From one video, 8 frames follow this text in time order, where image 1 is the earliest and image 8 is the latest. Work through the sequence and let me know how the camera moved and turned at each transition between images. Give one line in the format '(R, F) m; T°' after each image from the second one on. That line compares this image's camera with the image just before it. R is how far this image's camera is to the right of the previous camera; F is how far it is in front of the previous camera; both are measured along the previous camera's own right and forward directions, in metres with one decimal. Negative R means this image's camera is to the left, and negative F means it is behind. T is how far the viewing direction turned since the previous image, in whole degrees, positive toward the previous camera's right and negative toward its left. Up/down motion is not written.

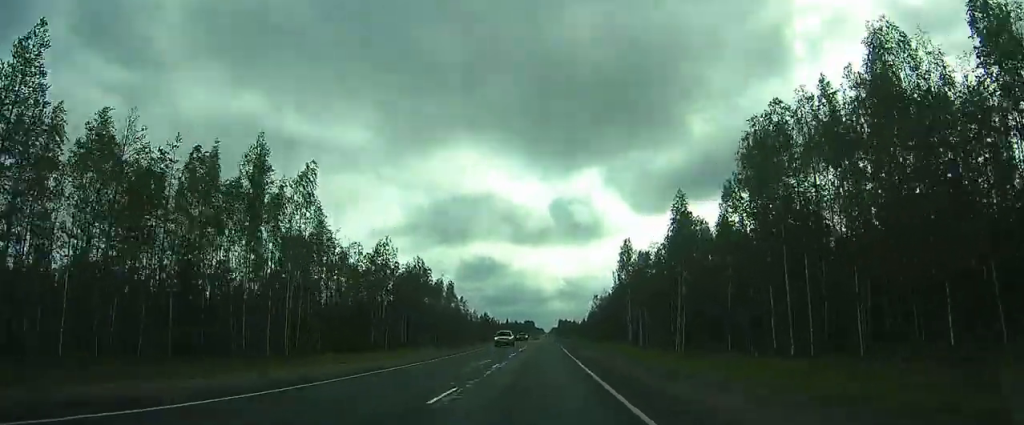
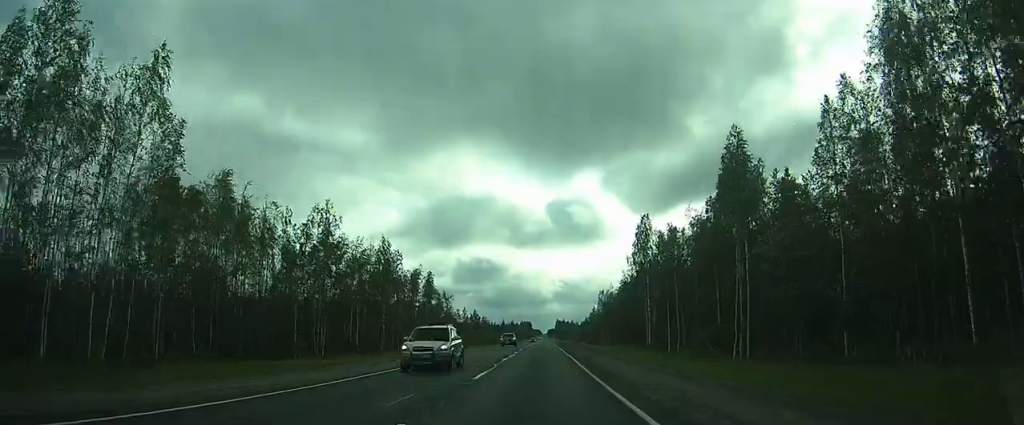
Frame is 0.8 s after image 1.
(0.0, +16.7) m; 0°
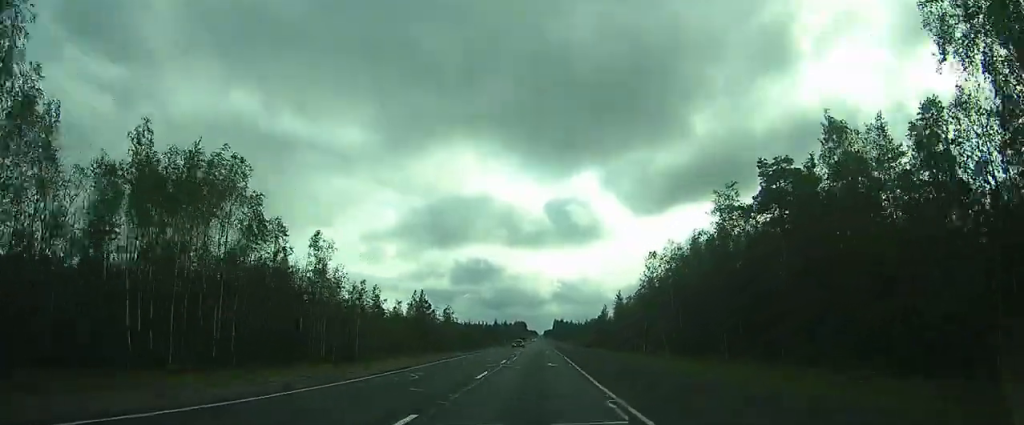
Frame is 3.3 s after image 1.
(+0.5, +53.0) m; +2°
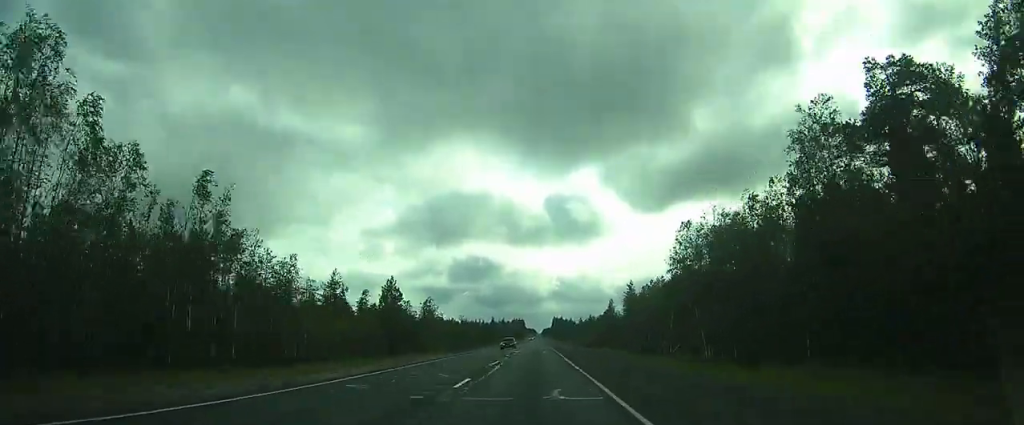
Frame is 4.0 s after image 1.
(+0.1, +14.6) m; 0°
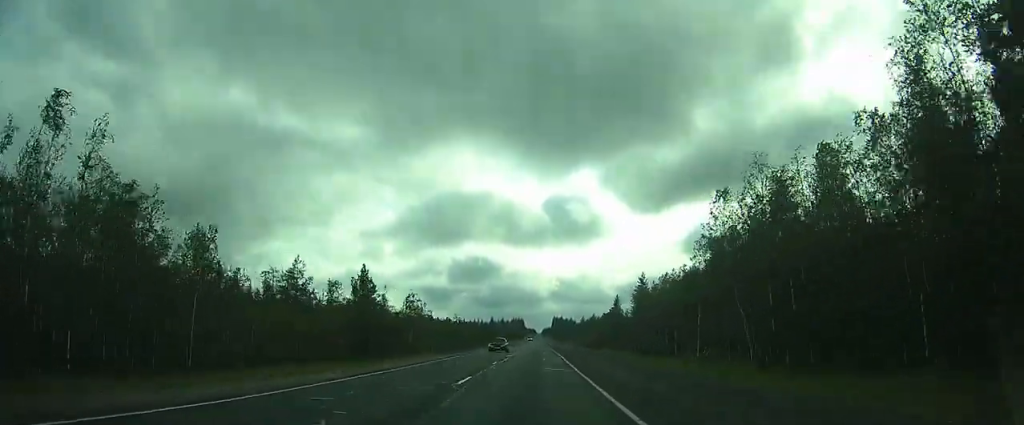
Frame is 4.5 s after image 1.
(0.0, +10.1) m; 0°
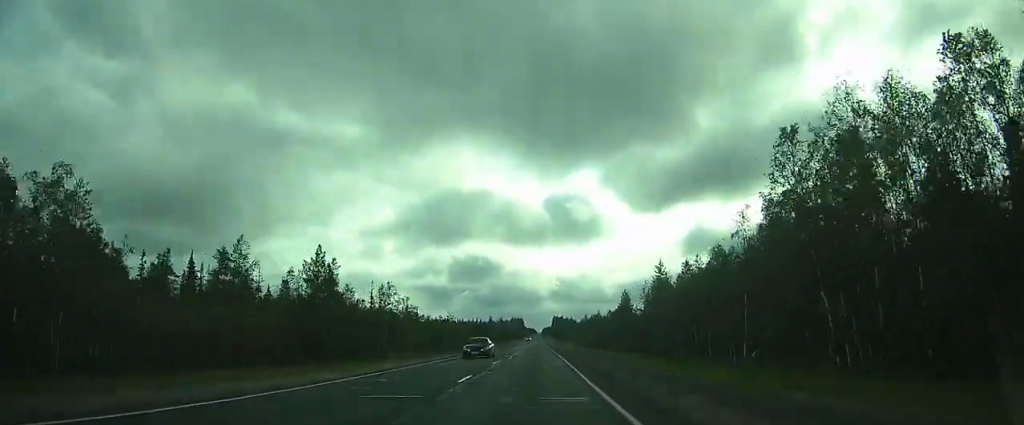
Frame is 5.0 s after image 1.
(0.0, +12.0) m; 0°
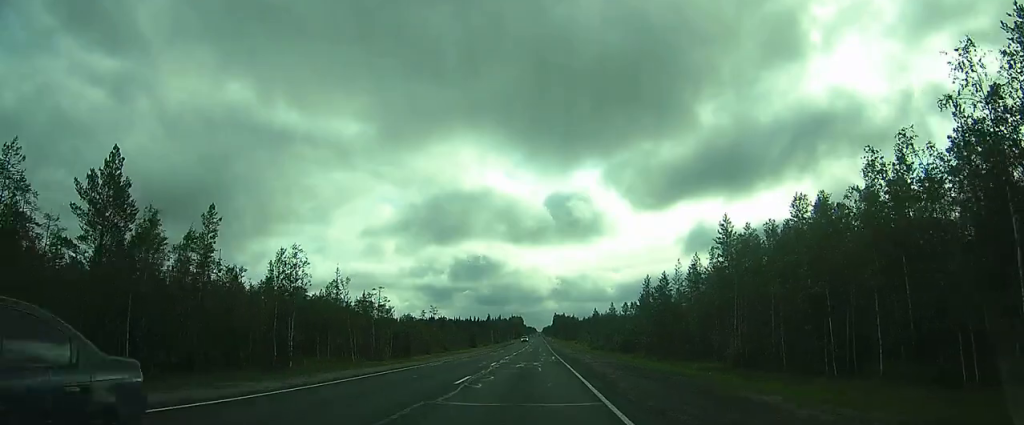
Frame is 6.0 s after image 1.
(-0.1, +25.7) m; -1°
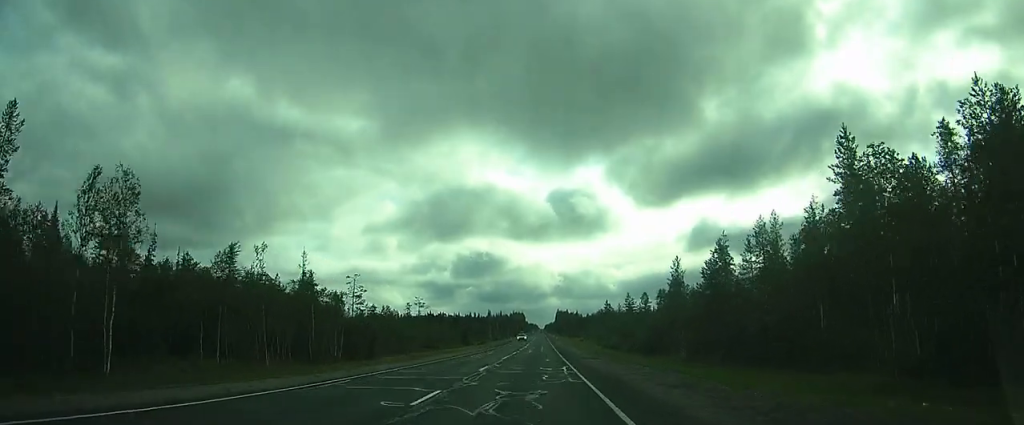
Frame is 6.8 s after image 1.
(-0.1, +18.3) m; -1°
